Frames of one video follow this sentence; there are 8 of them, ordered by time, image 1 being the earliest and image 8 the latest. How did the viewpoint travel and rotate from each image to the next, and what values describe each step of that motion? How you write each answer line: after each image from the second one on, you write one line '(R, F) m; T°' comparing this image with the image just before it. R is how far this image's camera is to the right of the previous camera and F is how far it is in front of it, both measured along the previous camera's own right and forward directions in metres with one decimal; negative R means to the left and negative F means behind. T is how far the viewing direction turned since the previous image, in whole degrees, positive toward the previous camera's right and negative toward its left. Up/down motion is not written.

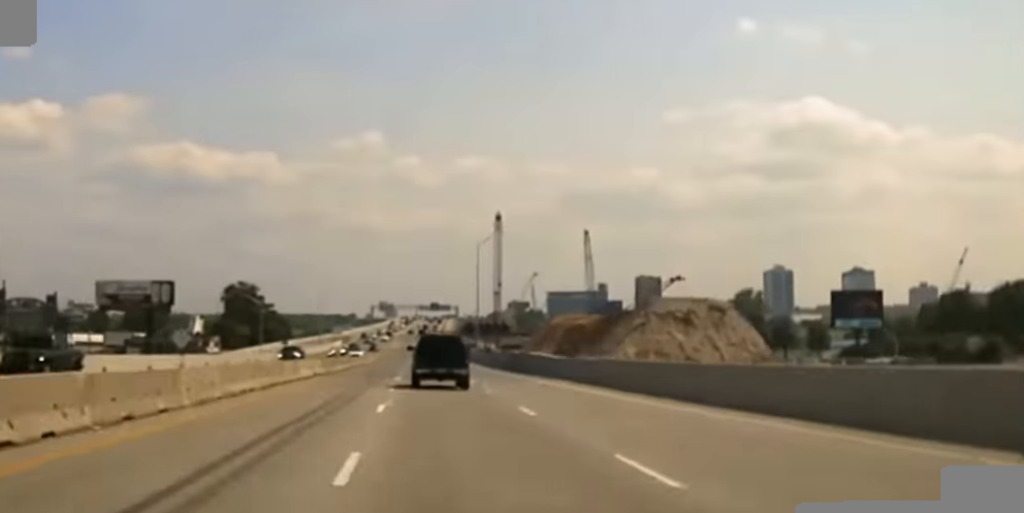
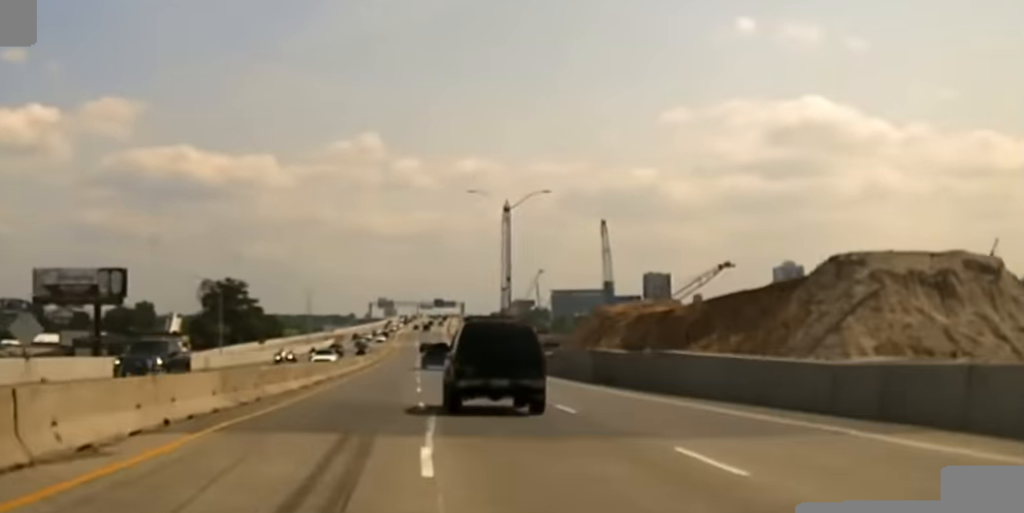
(0.0, +35.0) m; 0°
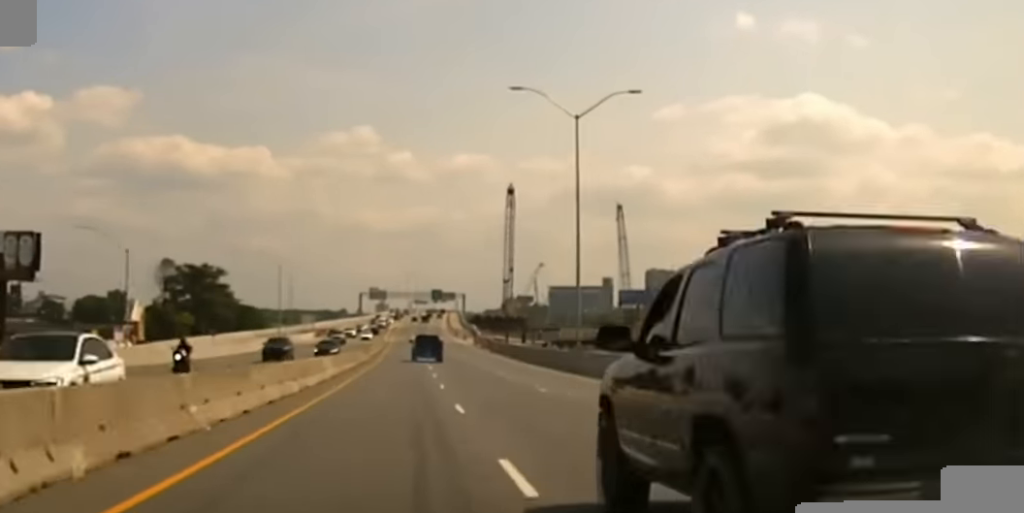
(0.0, +37.3) m; 0°
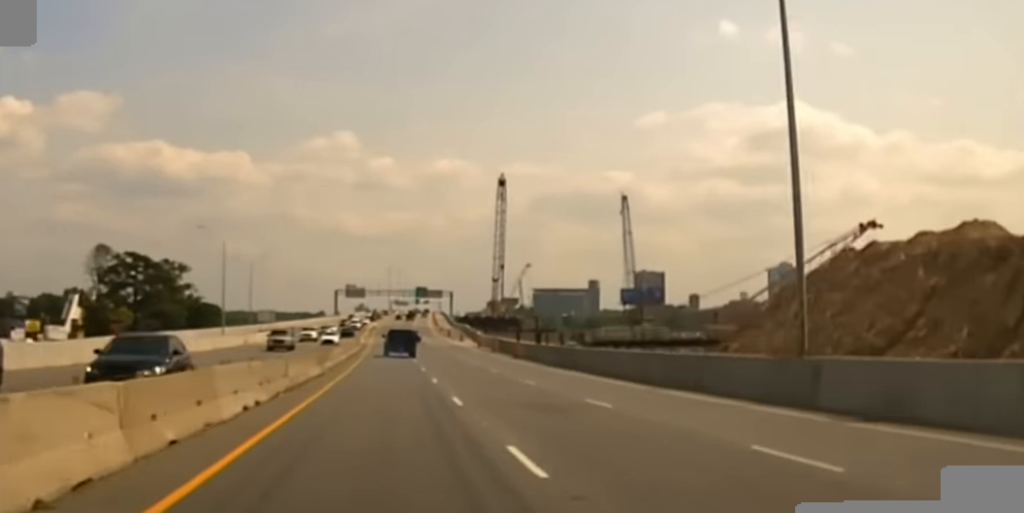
(0.0, +34.7) m; 0°
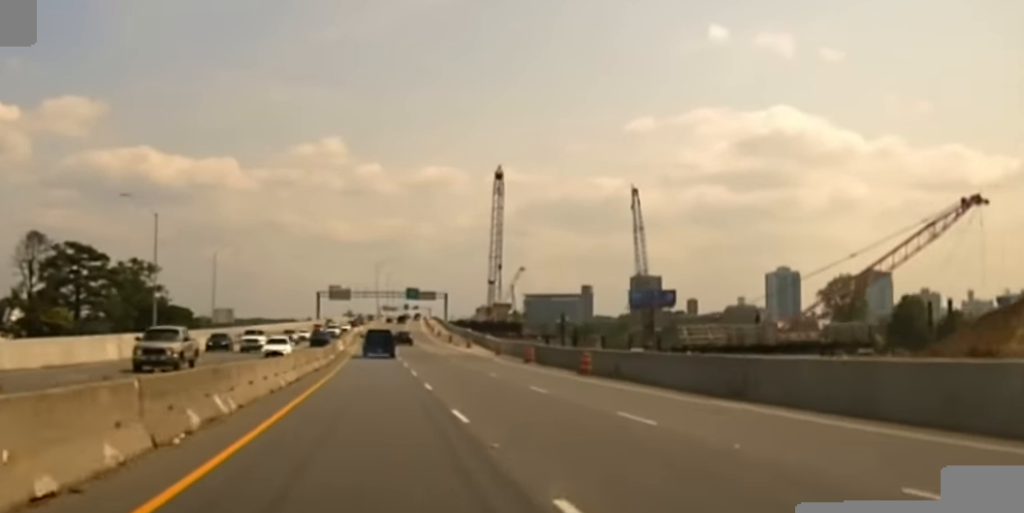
(0.0, +31.7) m; 0°
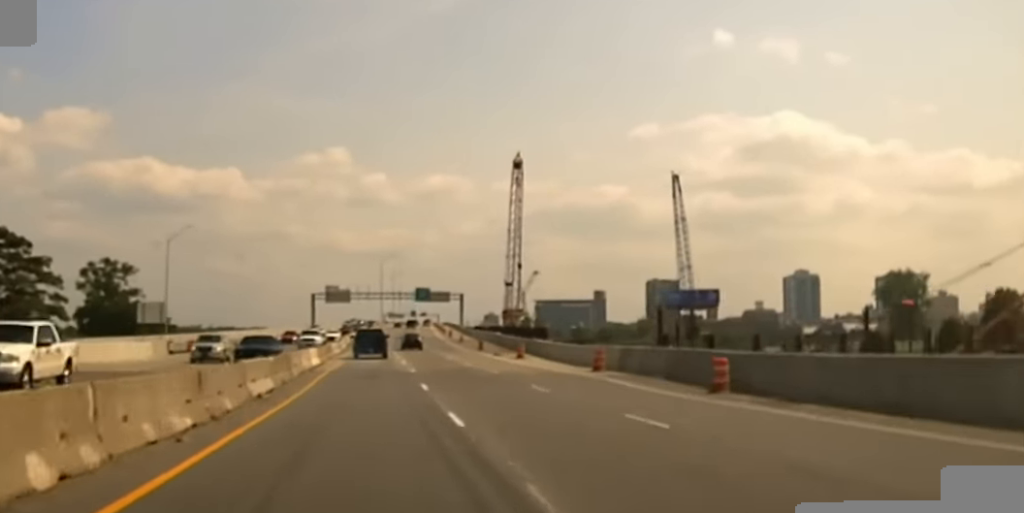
(0.0, +36.3) m; 0°
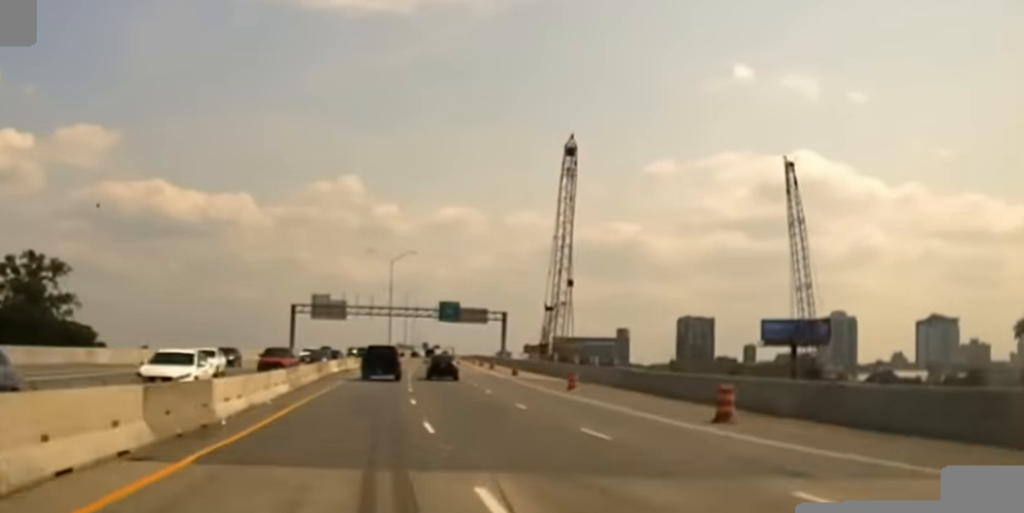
(-0.1, +68.6) m; 0°
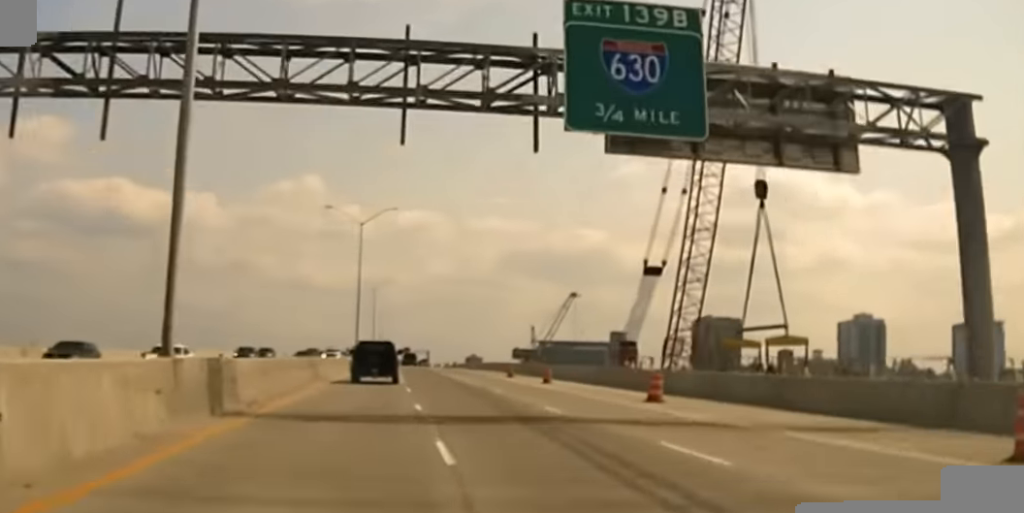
(+2.9, +141.0) m; +3°
